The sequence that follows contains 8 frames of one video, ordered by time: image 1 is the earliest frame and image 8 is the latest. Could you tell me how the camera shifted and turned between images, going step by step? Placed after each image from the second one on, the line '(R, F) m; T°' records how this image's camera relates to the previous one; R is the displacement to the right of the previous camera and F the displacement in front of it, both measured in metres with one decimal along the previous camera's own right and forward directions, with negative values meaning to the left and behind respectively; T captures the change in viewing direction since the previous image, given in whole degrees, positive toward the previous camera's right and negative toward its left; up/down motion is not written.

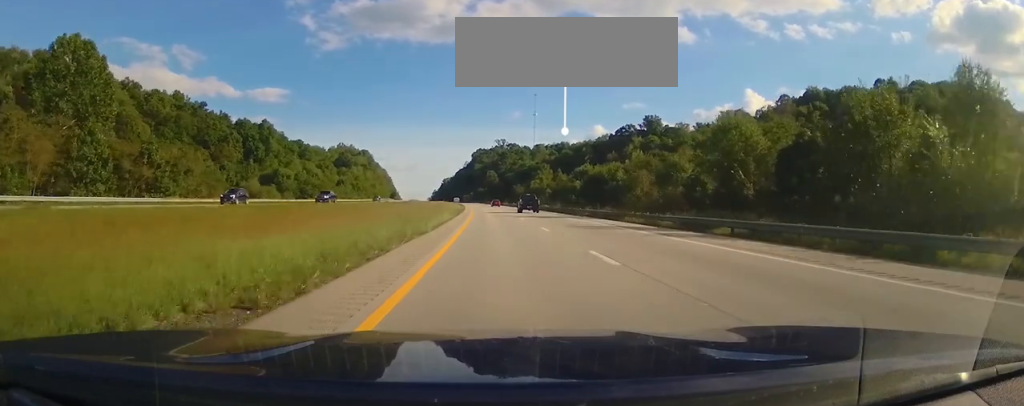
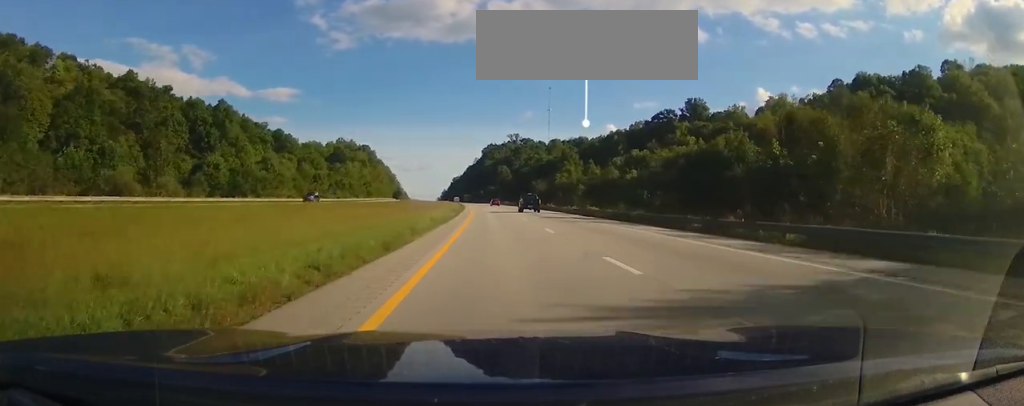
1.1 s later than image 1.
(-1.2, +38.8) m; -1°
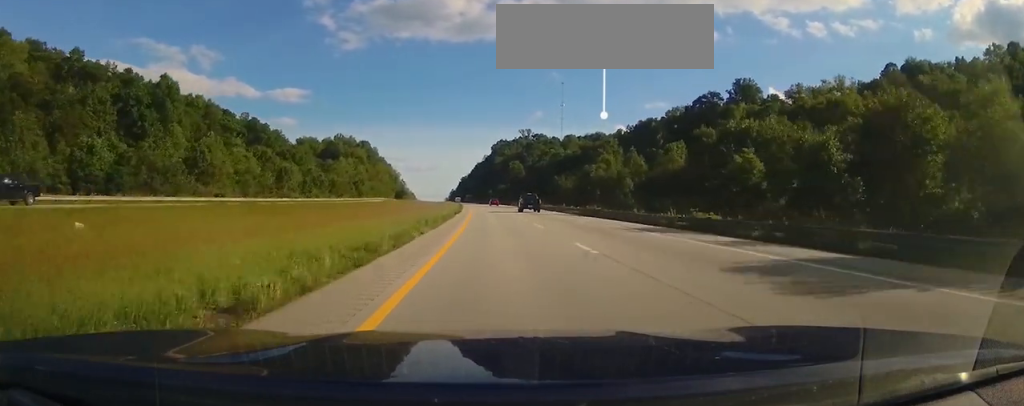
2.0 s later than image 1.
(+0.5, +33.1) m; 0°
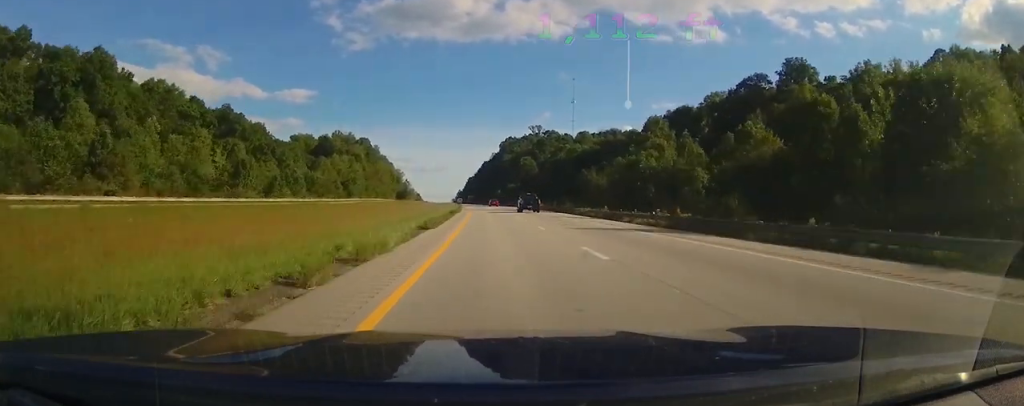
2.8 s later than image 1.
(-0.2, +26.1) m; -1°
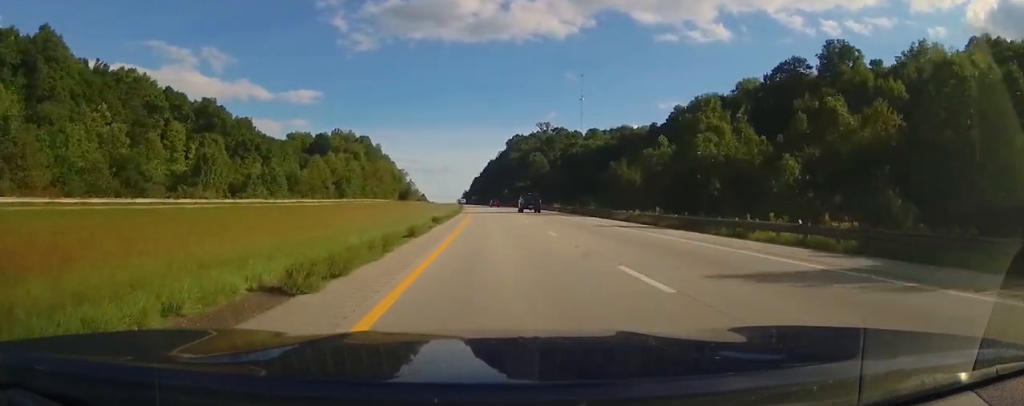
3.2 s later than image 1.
(0.0, +16.6) m; -1°
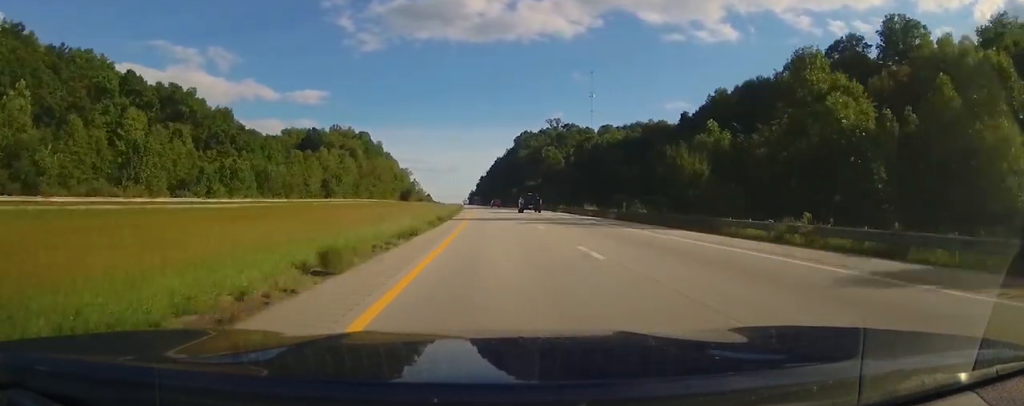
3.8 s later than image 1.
(-0.2, +20.2) m; -2°
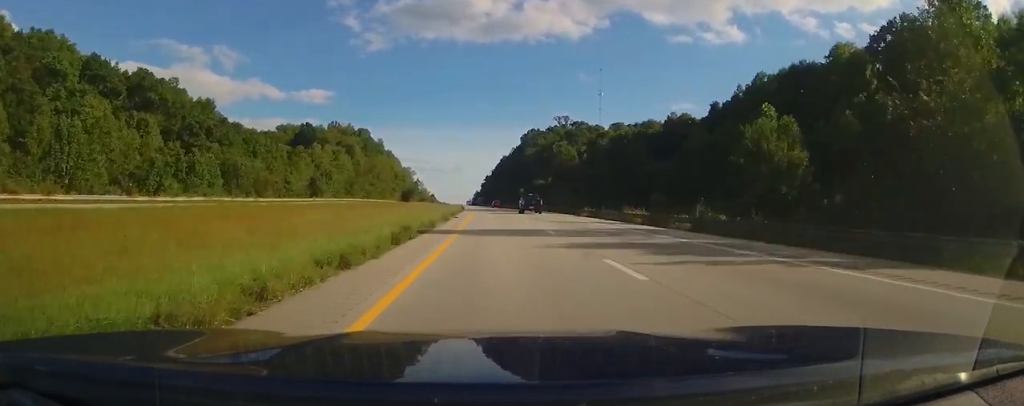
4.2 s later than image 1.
(0.0, +15.5) m; -1°
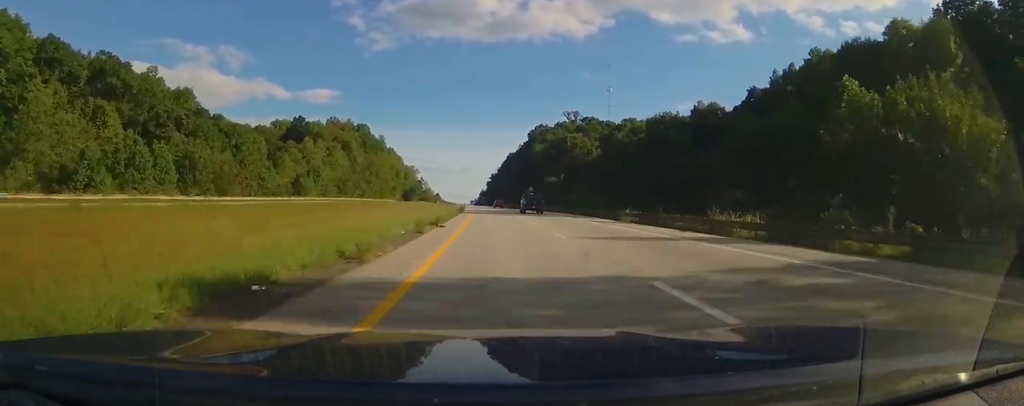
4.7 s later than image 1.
(-0.5, +15.5) m; -1°
